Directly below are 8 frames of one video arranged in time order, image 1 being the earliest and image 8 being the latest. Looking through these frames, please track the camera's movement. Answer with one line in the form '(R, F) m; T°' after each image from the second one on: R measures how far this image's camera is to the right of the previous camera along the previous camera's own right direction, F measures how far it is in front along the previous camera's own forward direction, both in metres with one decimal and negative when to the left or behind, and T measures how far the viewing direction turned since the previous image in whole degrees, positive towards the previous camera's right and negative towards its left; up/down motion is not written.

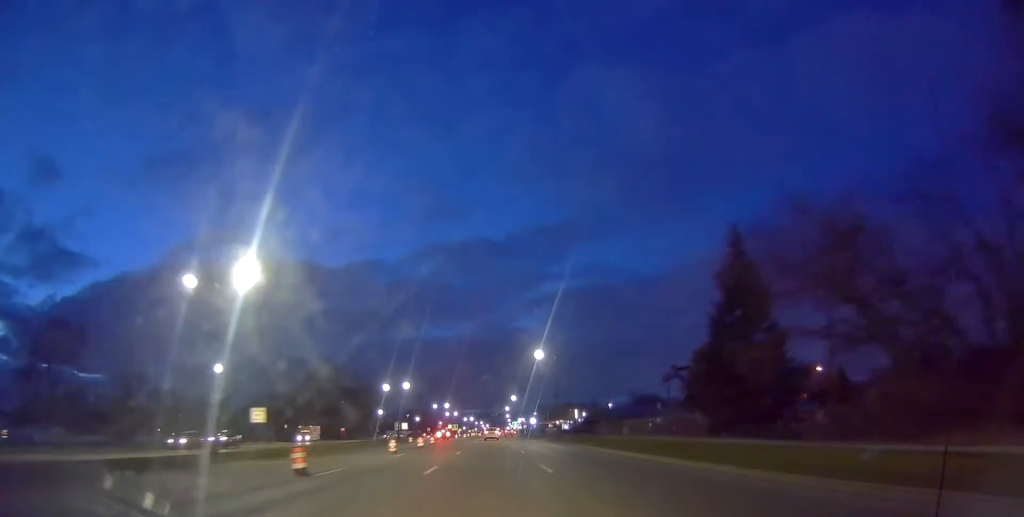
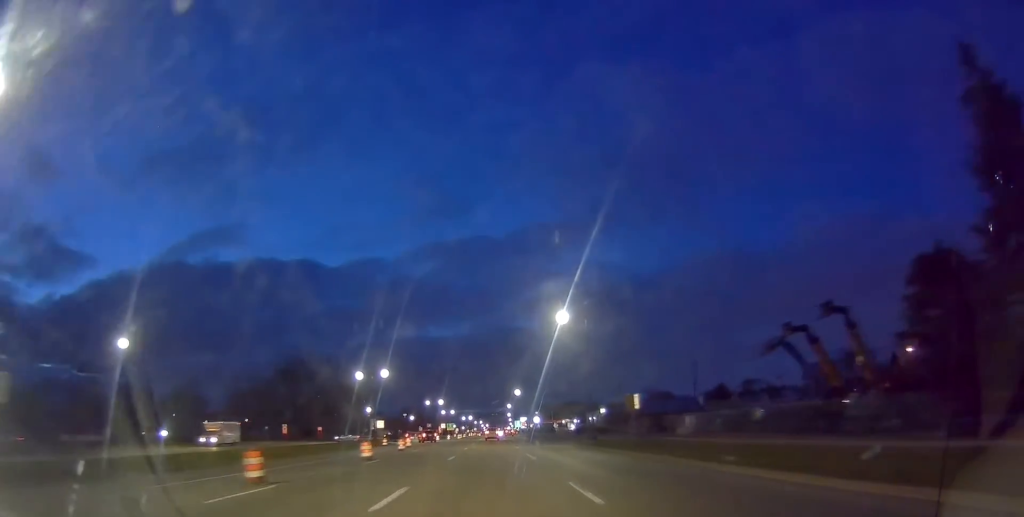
(-0.7, +22.5) m; -1°
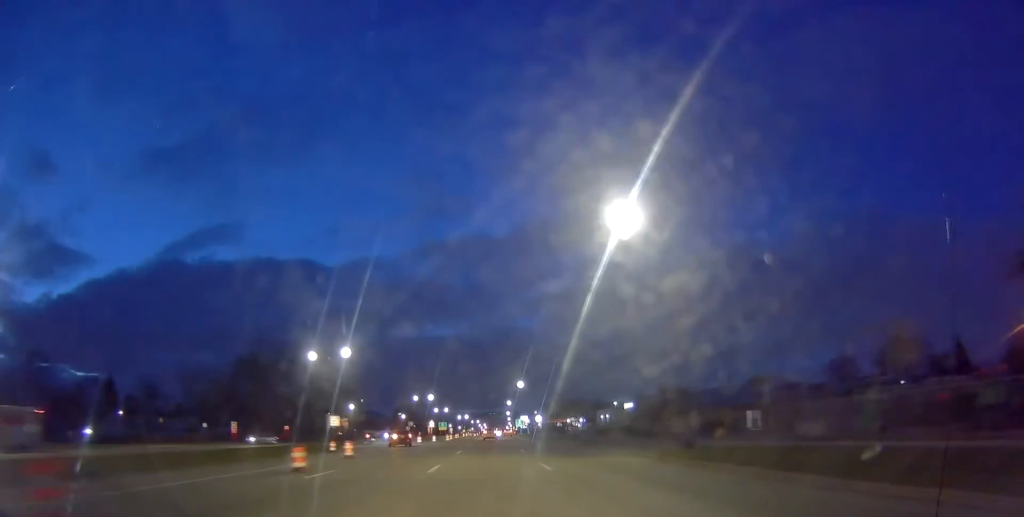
(+0.5, +22.4) m; +2°
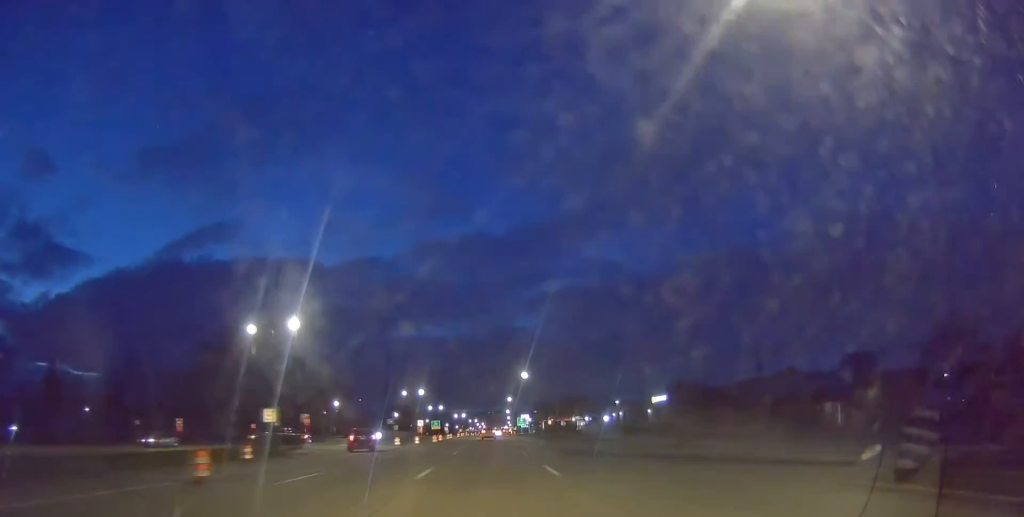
(+0.2, +17.7) m; -1°
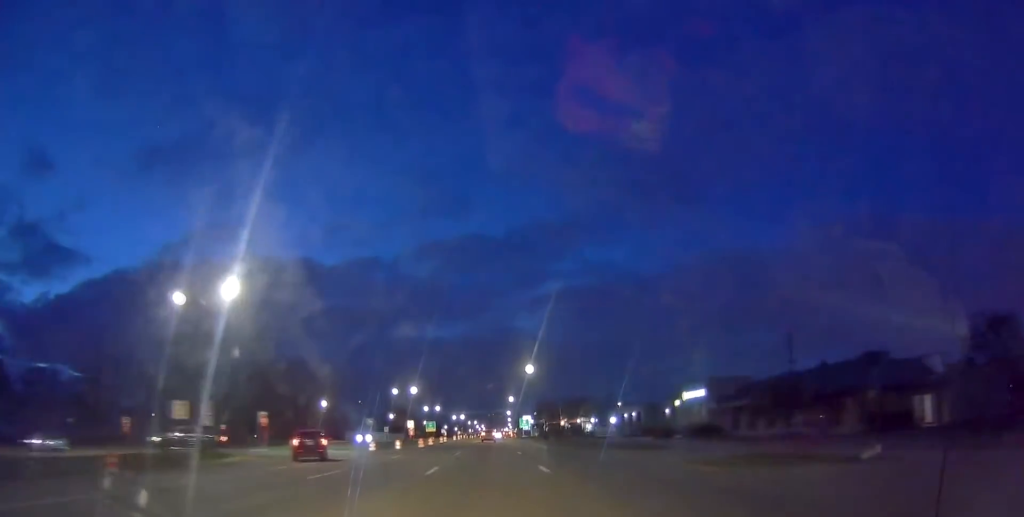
(-0.5, +13.0) m; 0°
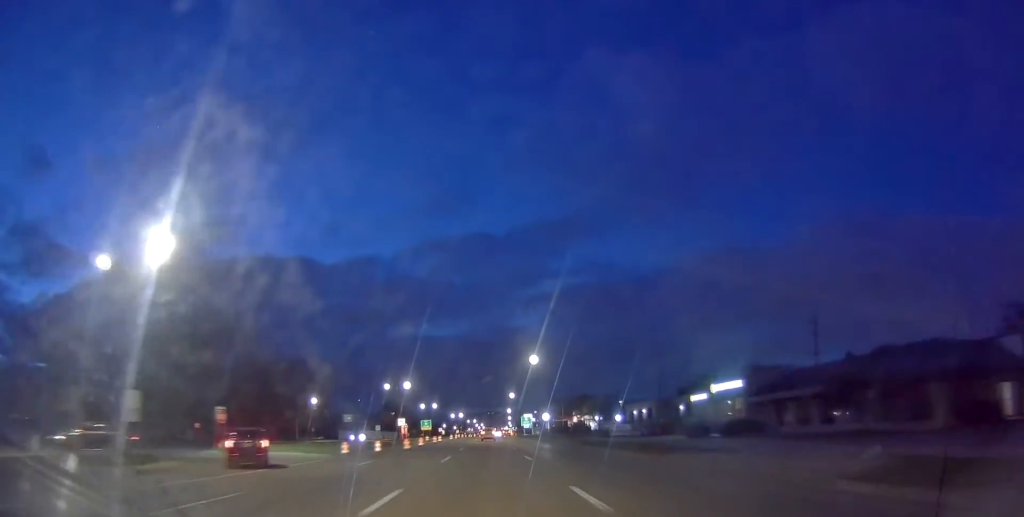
(0.0, +8.8) m; +1°
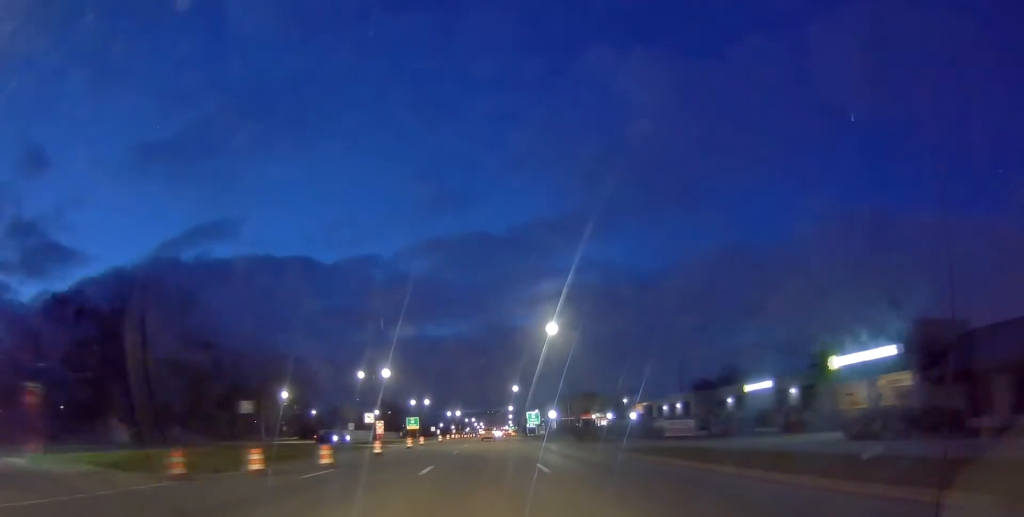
(+0.6, +21.5) m; +2°
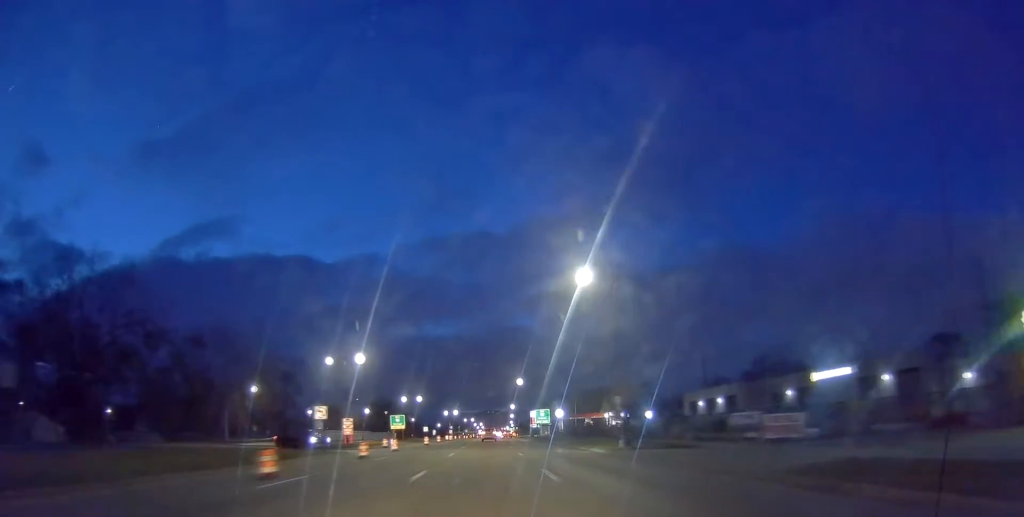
(0.0, +17.3) m; 0°
